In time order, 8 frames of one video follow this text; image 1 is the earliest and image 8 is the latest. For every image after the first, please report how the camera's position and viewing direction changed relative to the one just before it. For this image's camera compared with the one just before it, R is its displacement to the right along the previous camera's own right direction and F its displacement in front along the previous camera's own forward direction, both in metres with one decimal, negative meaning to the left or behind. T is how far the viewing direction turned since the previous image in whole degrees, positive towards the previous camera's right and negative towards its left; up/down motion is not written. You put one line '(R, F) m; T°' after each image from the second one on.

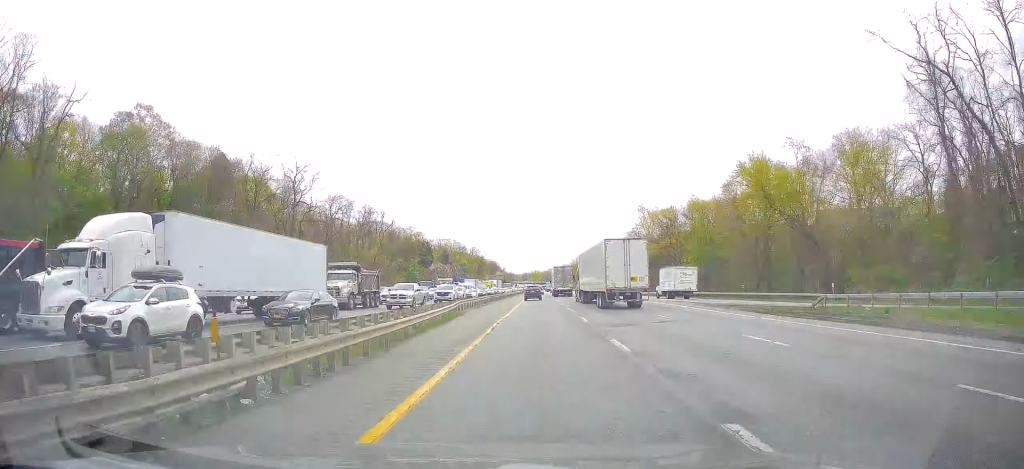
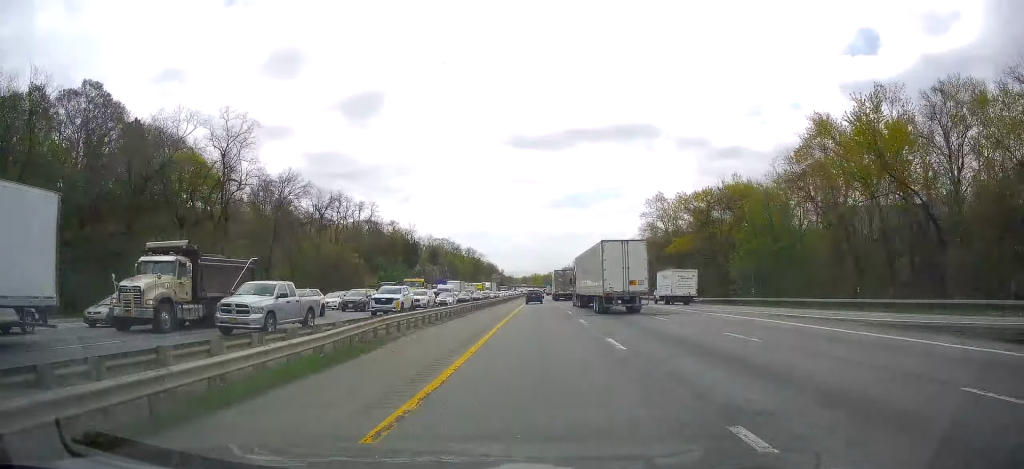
(-0.5, +21.8) m; 0°
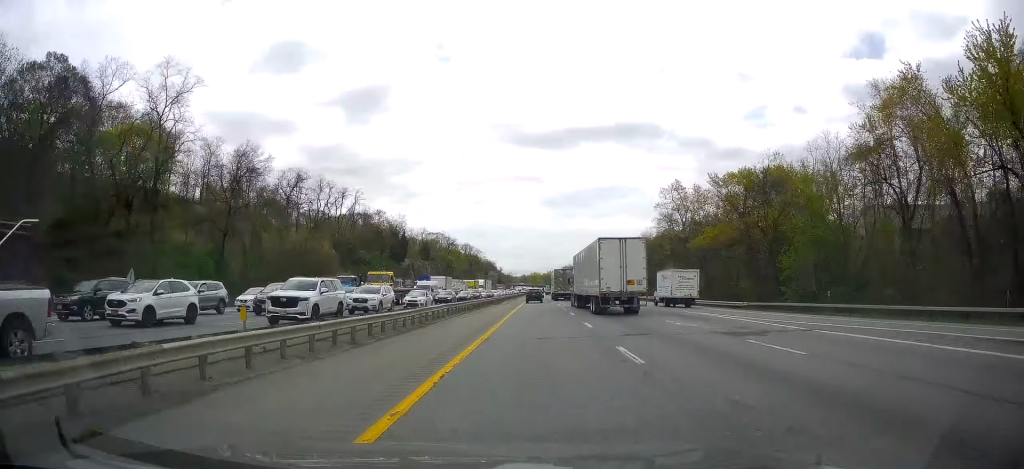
(+0.4, +14.0) m; 0°
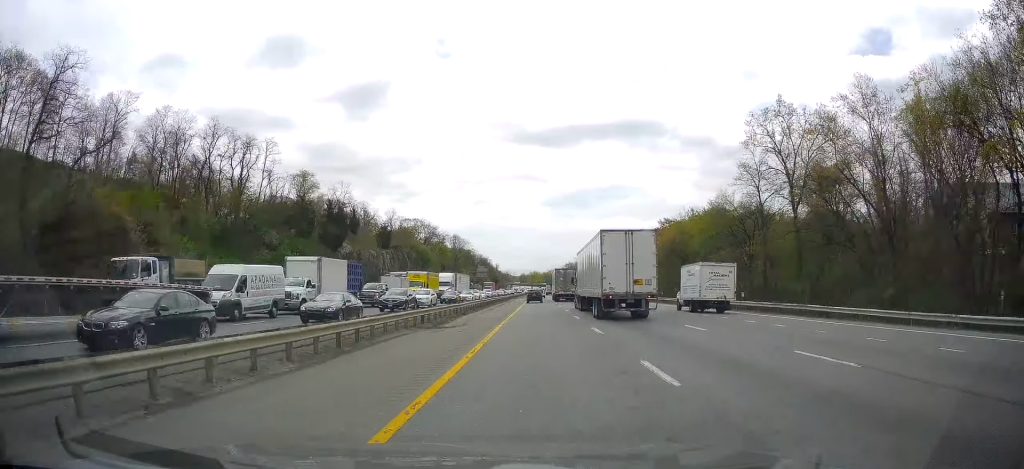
(-0.3, +46.9) m; 0°
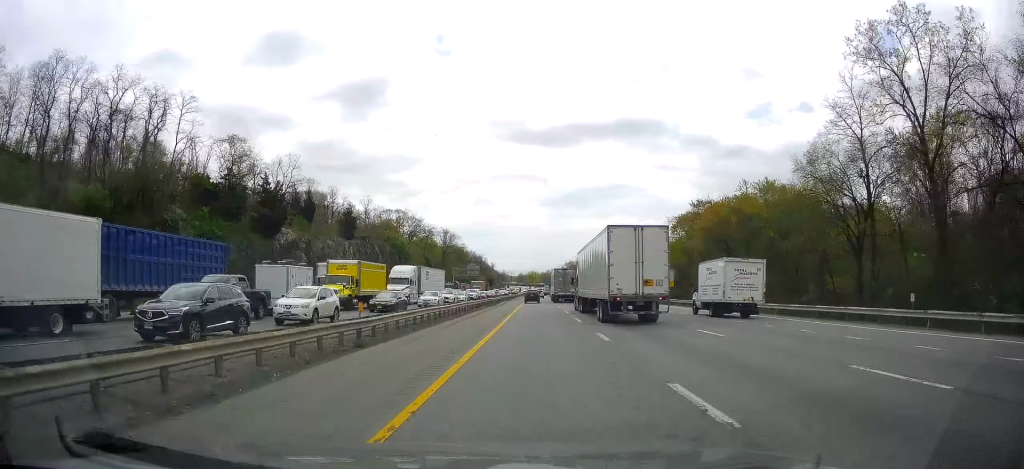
(+0.5, +24.1) m; 0°
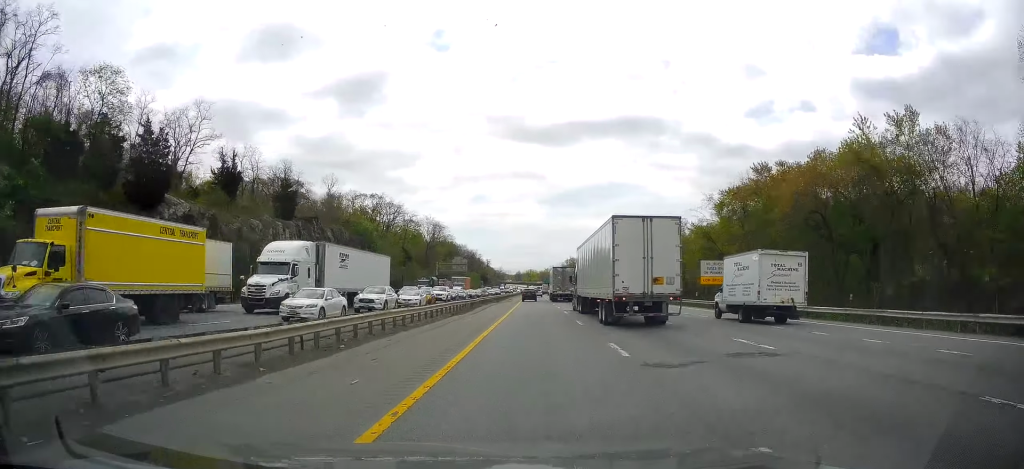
(-0.3, +26.1) m; 0°
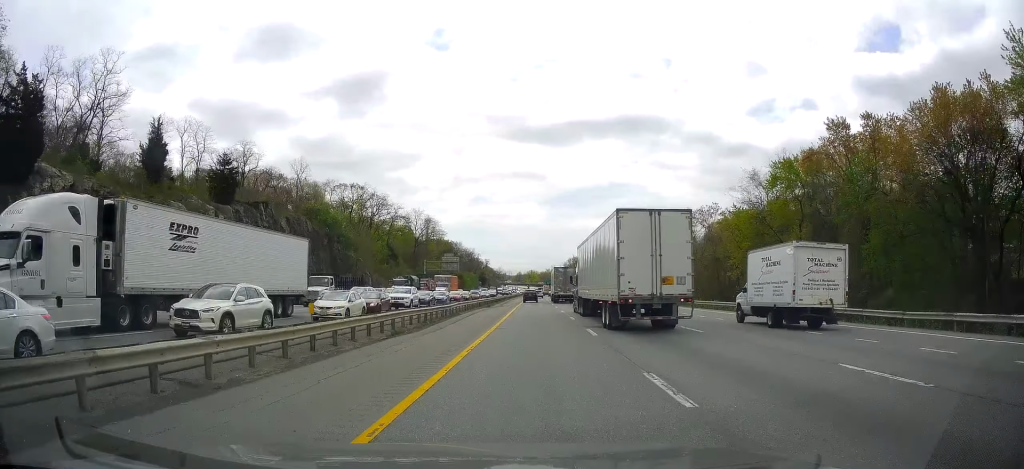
(0.0, +17.2) m; 0°
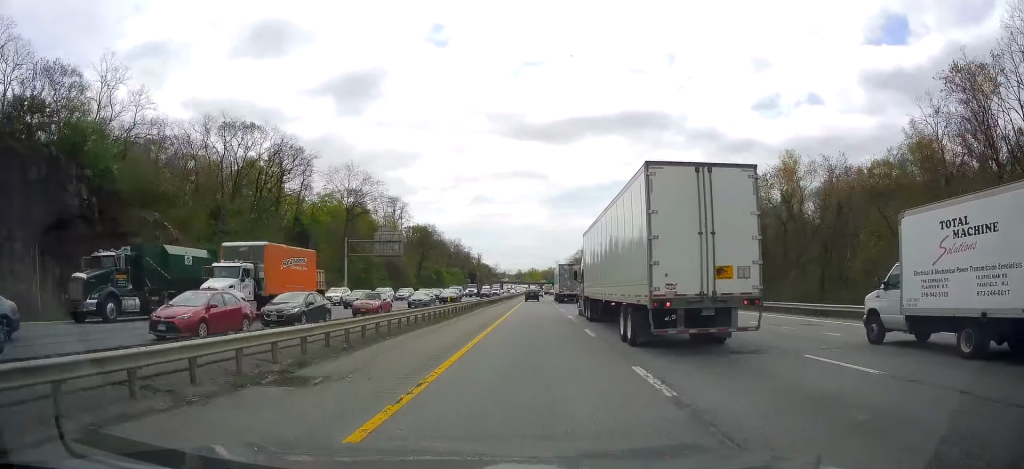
(+0.3, +55.3) m; +1°
